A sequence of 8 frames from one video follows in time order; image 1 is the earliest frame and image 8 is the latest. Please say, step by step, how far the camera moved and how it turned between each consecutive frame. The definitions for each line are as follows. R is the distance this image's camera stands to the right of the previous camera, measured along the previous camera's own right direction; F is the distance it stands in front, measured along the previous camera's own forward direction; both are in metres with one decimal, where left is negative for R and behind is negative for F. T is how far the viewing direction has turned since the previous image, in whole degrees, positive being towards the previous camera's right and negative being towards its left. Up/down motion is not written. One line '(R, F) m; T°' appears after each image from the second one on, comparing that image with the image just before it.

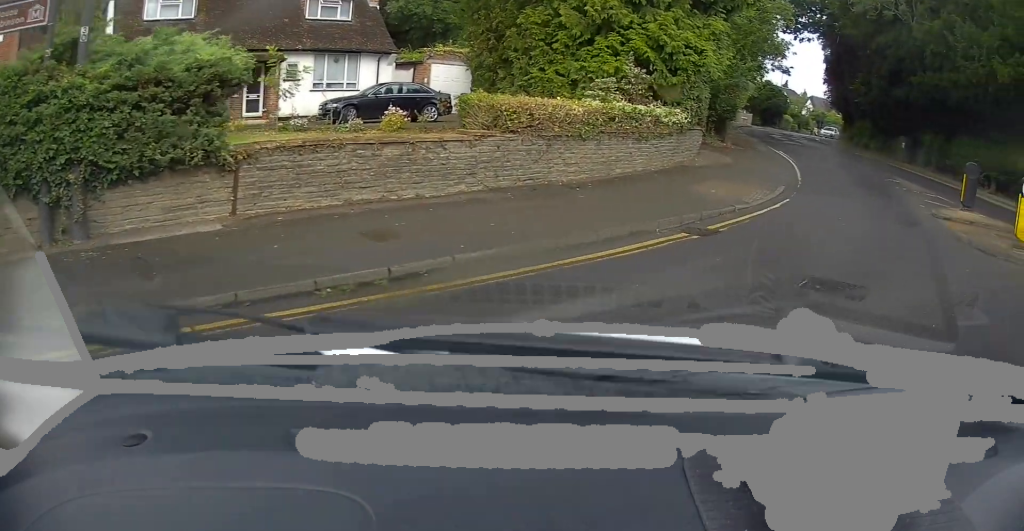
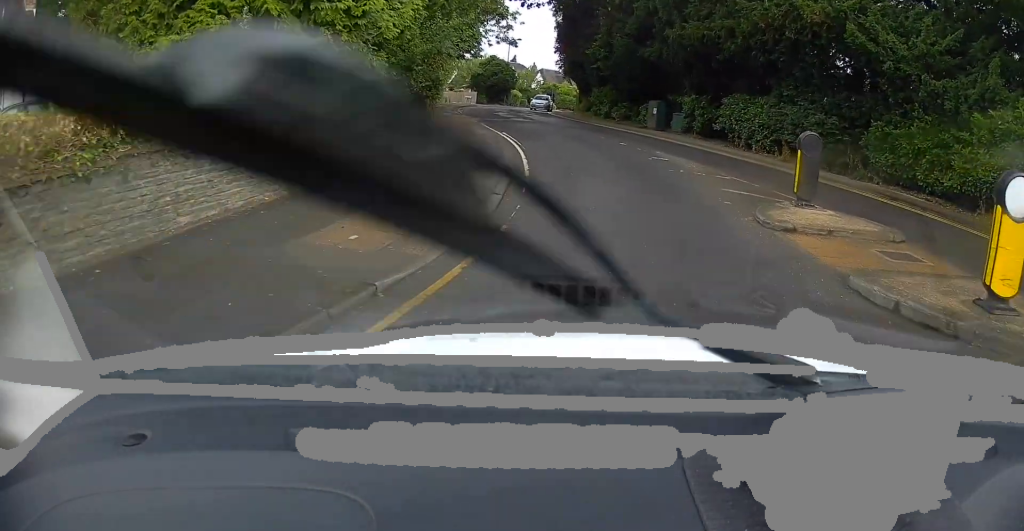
(+1.4, +5.9) m; +19°
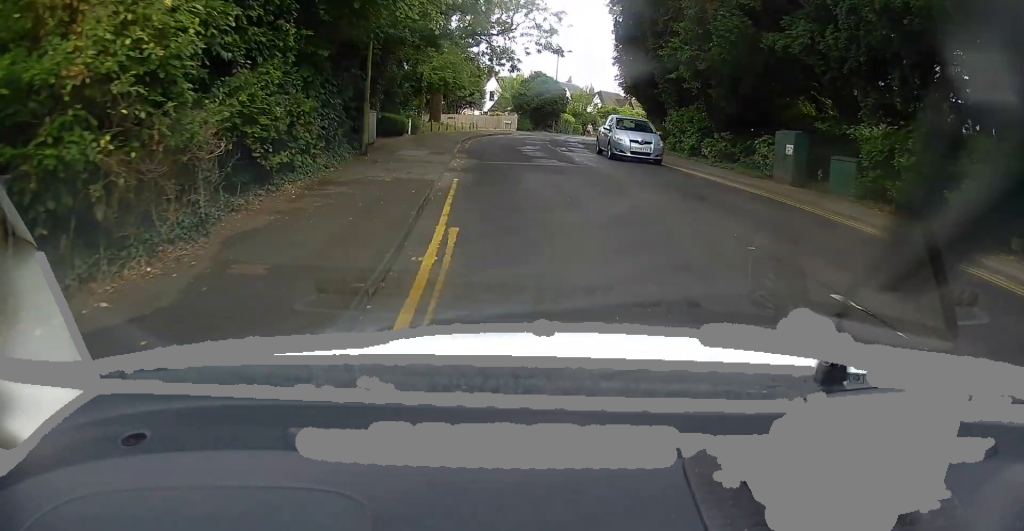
(0.0, +15.0) m; -5°
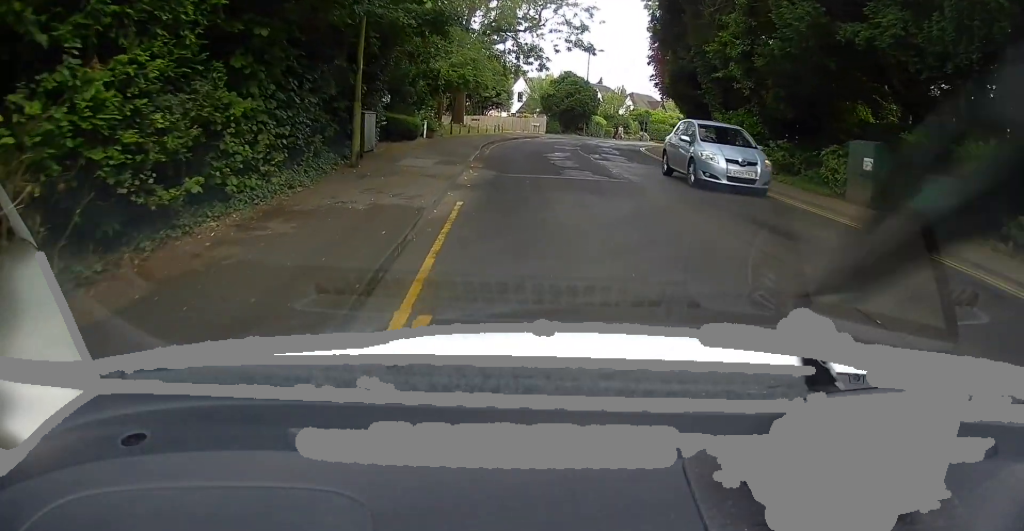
(-0.1, +3.0) m; -2°
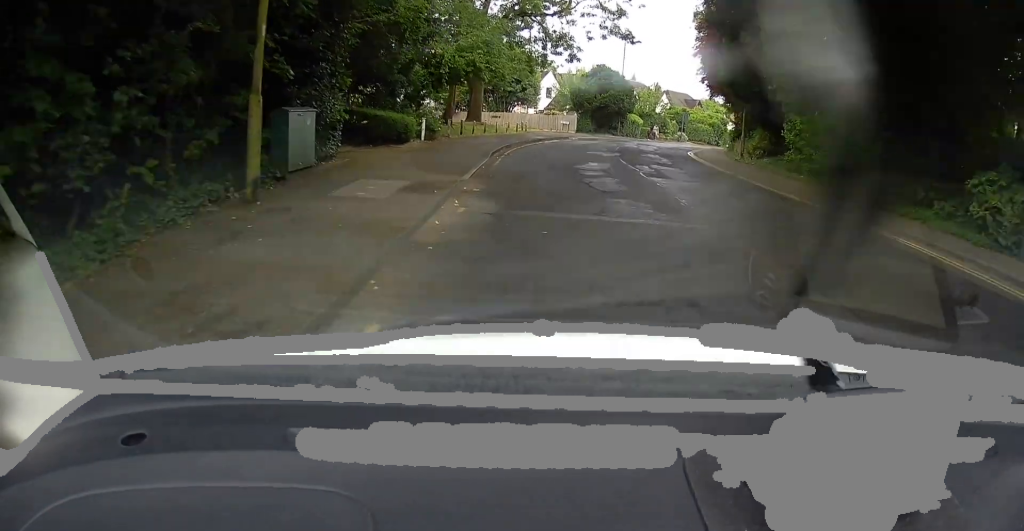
(0.0, +5.6) m; -5°
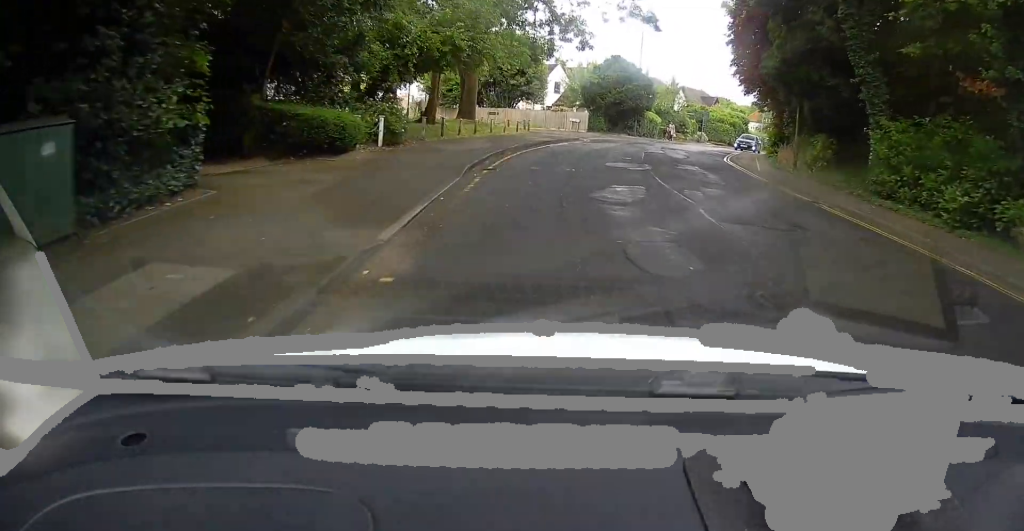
(-0.4, +5.8) m; -1°
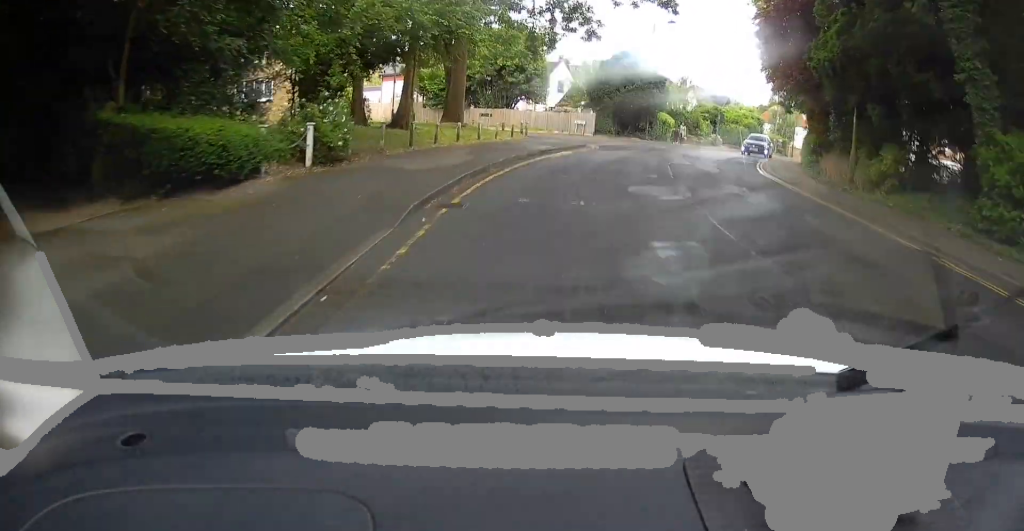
(-0.1, +4.7) m; 0°
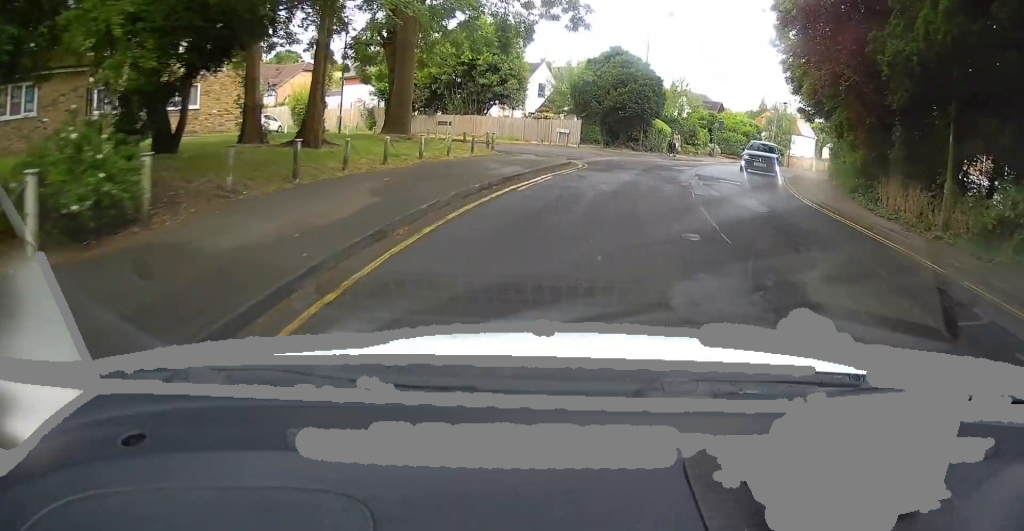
(+0.3, +6.3) m; 0°
